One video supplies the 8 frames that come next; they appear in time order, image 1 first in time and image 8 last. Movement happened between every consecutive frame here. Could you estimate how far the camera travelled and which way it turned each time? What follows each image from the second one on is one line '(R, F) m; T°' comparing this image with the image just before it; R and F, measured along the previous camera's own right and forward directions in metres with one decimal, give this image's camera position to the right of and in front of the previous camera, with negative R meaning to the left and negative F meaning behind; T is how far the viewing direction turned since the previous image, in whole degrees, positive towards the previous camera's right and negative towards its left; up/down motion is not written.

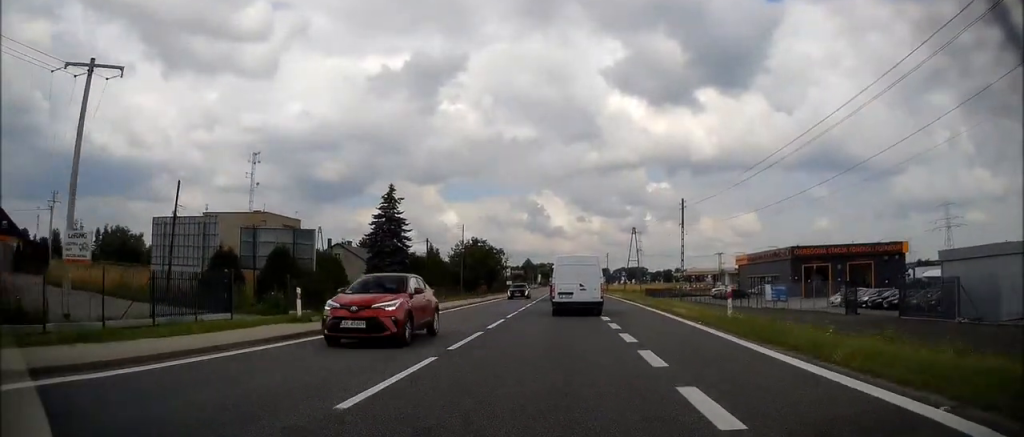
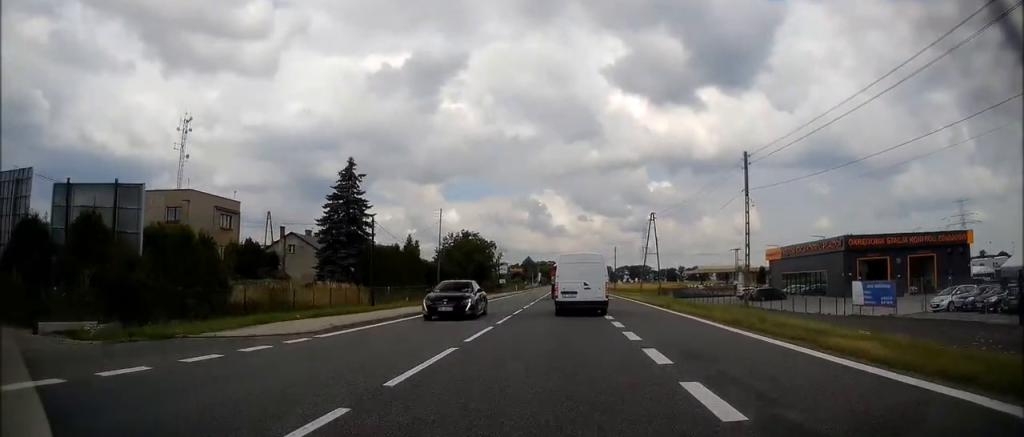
(0.0, +16.0) m; 0°
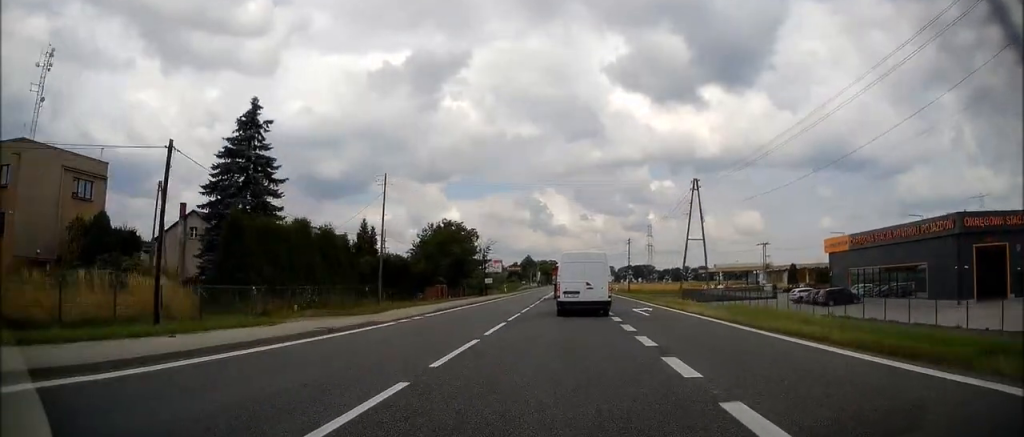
(0.0, +21.5) m; 0°
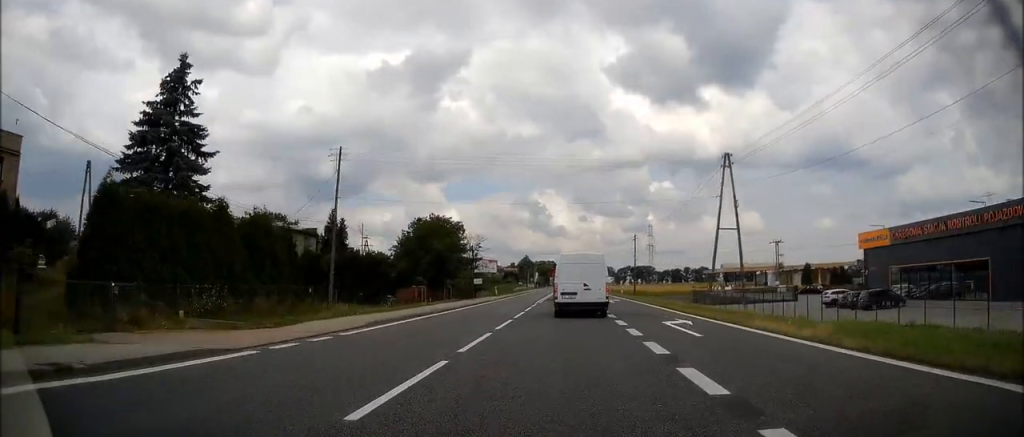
(0.0, +9.4) m; 0°
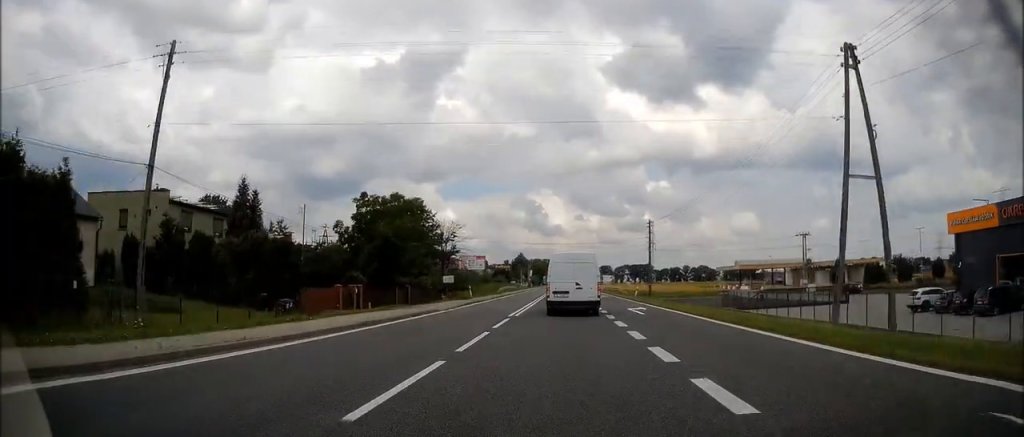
(+0.1, +17.5) m; 0°
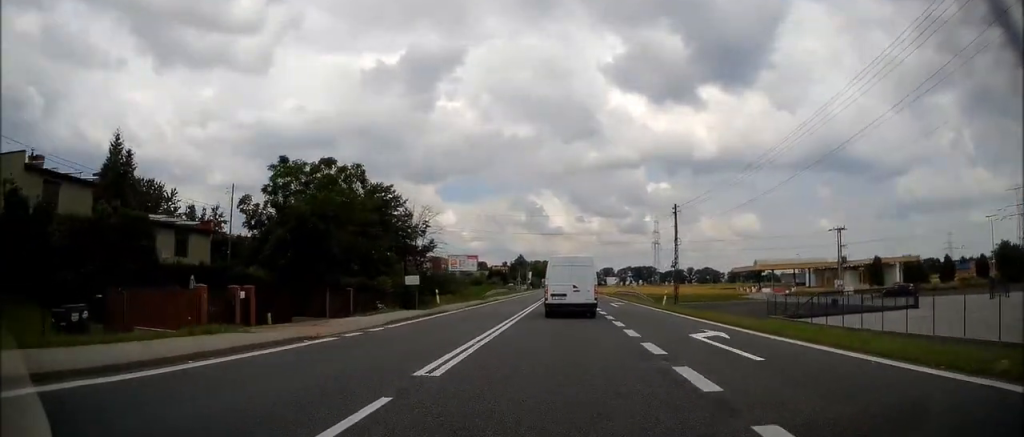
(0.0, +14.9) m; 0°
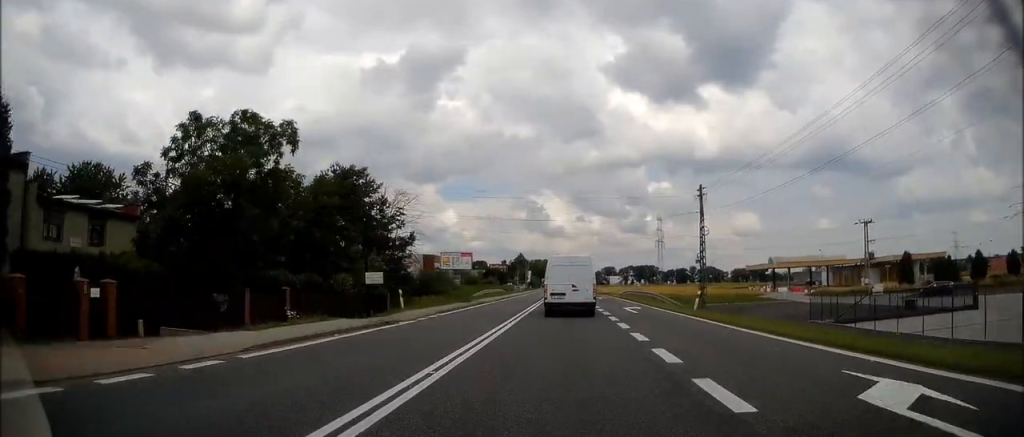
(0.0, +9.3) m; 0°
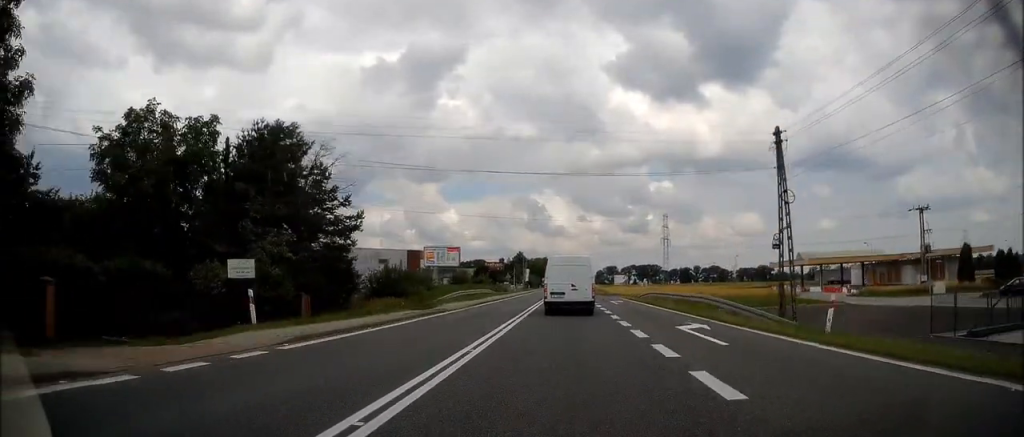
(0.0, +15.6) m; 0°
